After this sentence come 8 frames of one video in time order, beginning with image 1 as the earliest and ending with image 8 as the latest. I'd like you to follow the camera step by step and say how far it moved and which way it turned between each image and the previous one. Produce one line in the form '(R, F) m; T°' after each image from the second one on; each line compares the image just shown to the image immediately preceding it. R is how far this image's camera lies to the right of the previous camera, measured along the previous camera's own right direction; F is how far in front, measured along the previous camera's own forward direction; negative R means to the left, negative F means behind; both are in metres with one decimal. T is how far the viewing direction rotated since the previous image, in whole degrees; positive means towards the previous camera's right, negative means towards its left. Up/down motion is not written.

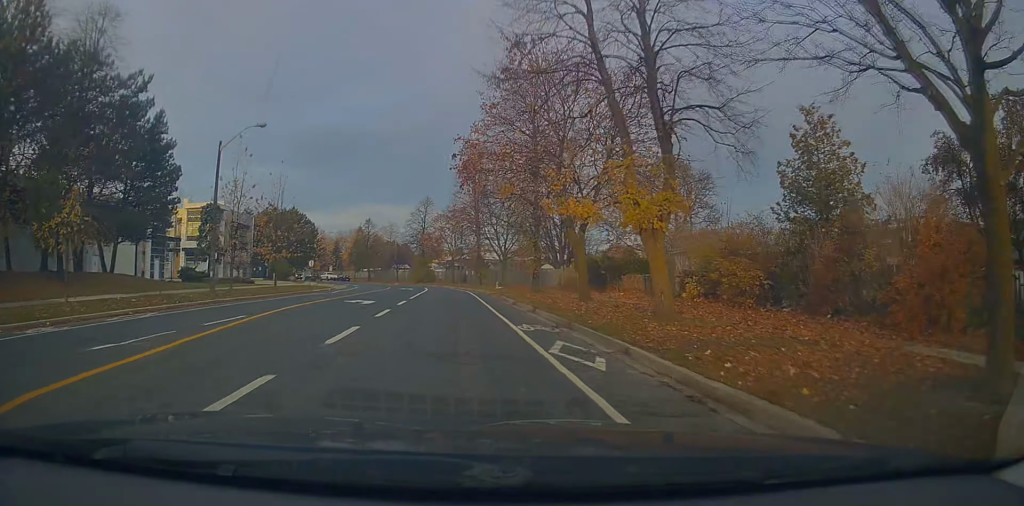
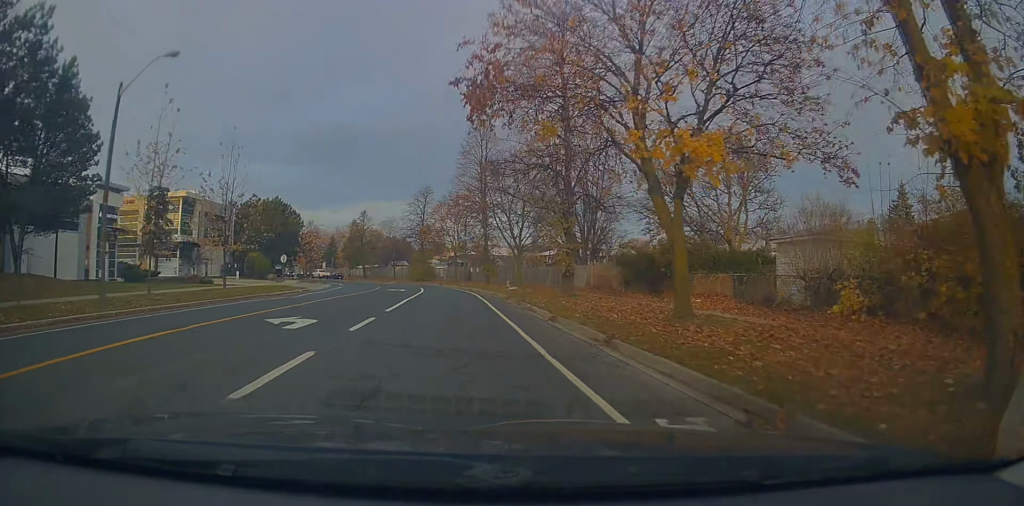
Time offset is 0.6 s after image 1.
(+0.3, +10.6) m; 0°
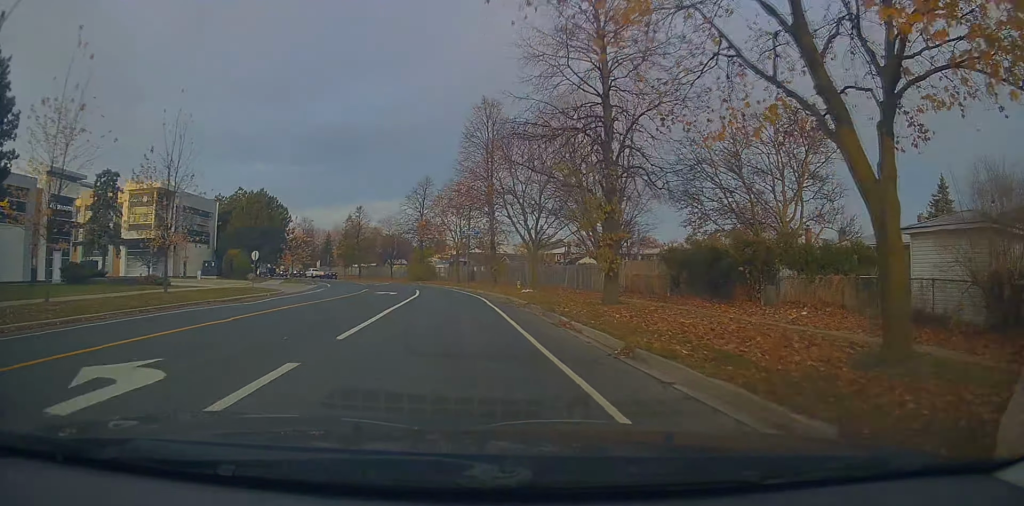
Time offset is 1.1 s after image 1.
(+0.3, +7.5) m; 0°
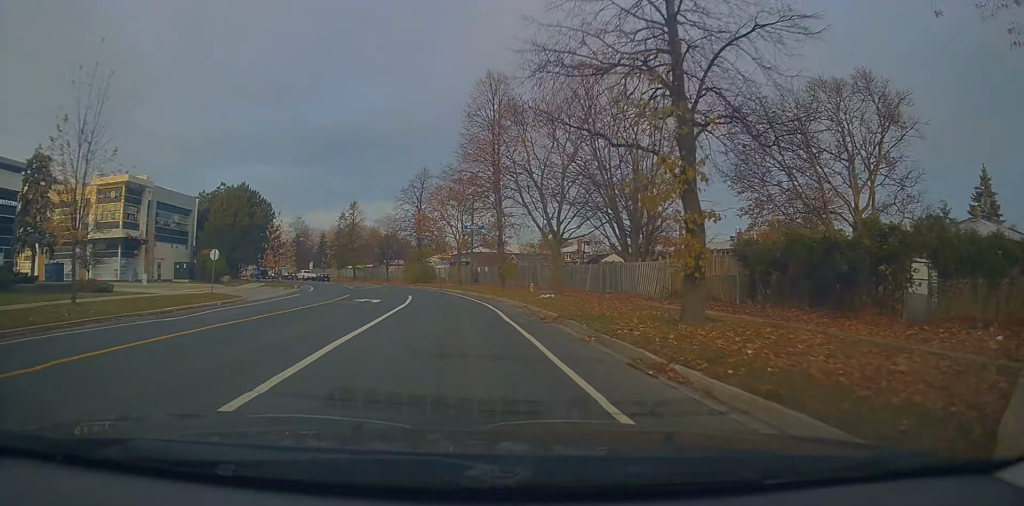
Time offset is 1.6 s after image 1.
(-0.3, +7.3) m; -1°
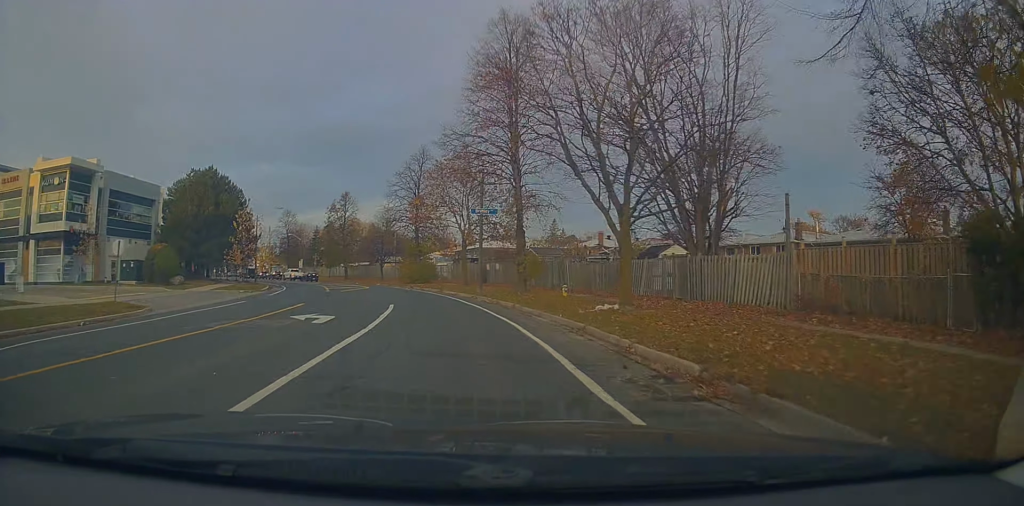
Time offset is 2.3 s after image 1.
(-0.2, +10.7) m; -1°
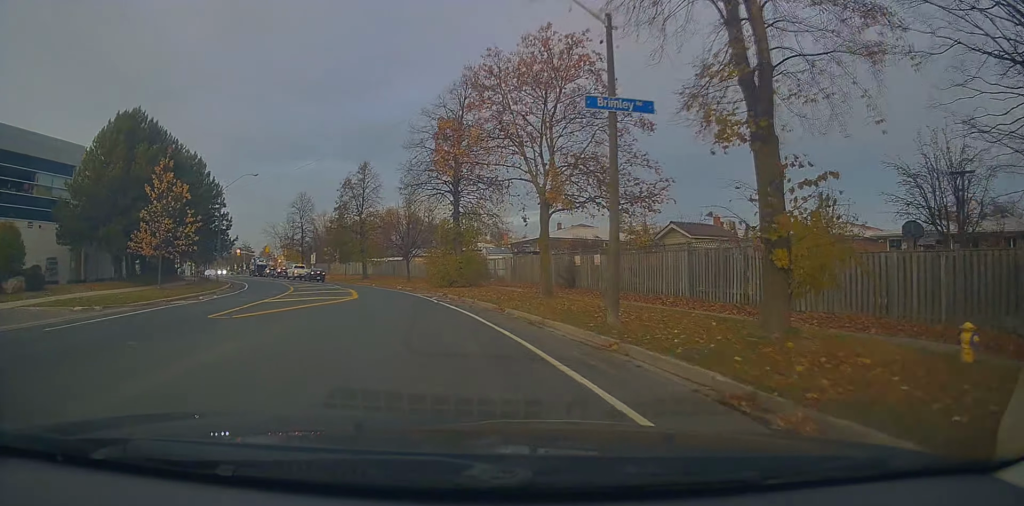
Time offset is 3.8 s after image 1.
(+0.3, +22.5) m; -1°
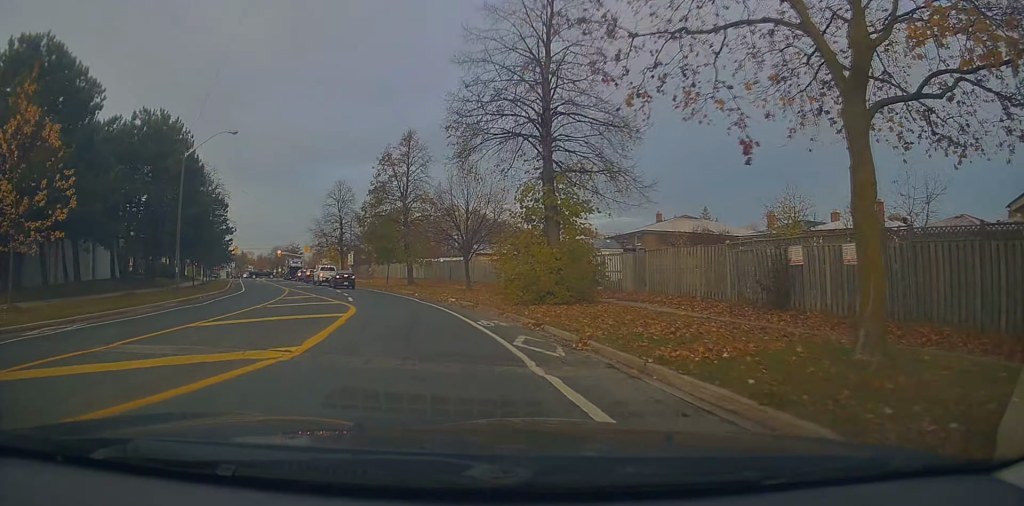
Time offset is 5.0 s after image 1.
(-0.5, +17.1) m; -6°
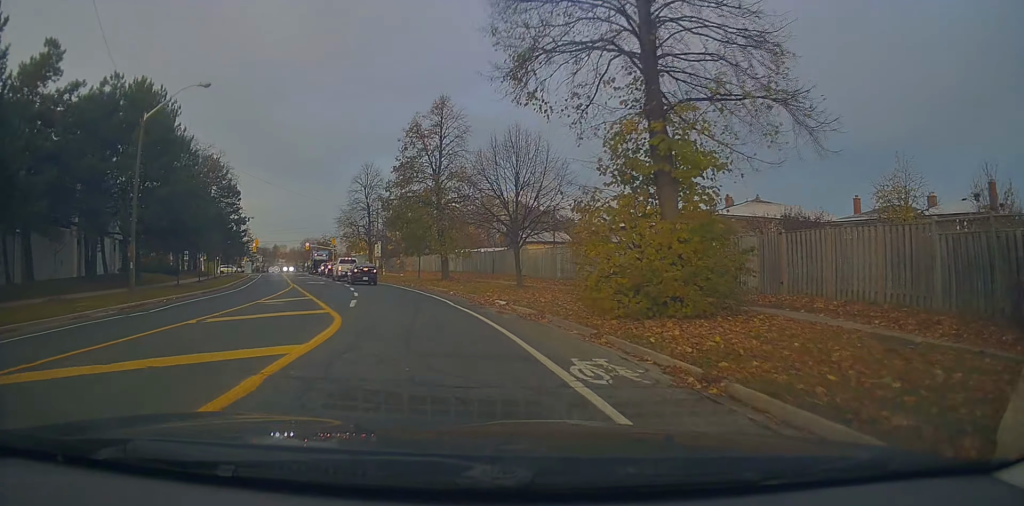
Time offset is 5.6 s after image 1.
(-0.5, +8.6) m; -4°
